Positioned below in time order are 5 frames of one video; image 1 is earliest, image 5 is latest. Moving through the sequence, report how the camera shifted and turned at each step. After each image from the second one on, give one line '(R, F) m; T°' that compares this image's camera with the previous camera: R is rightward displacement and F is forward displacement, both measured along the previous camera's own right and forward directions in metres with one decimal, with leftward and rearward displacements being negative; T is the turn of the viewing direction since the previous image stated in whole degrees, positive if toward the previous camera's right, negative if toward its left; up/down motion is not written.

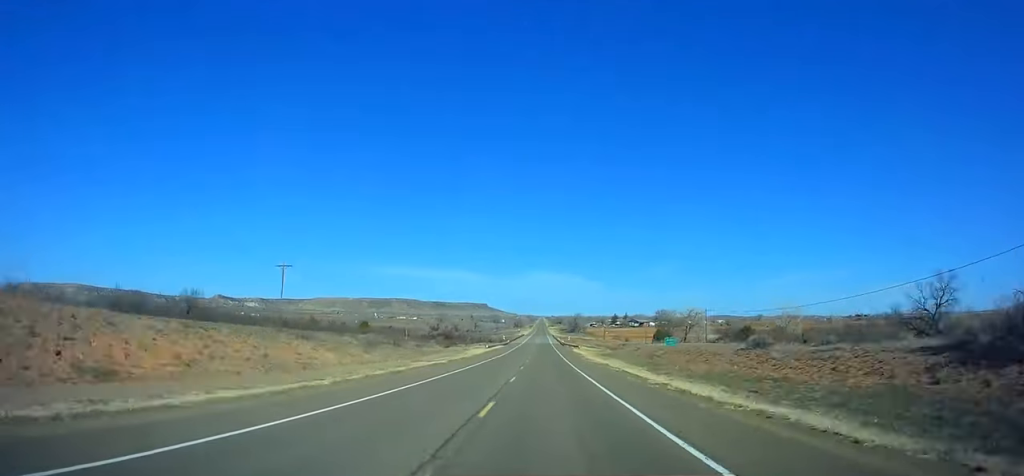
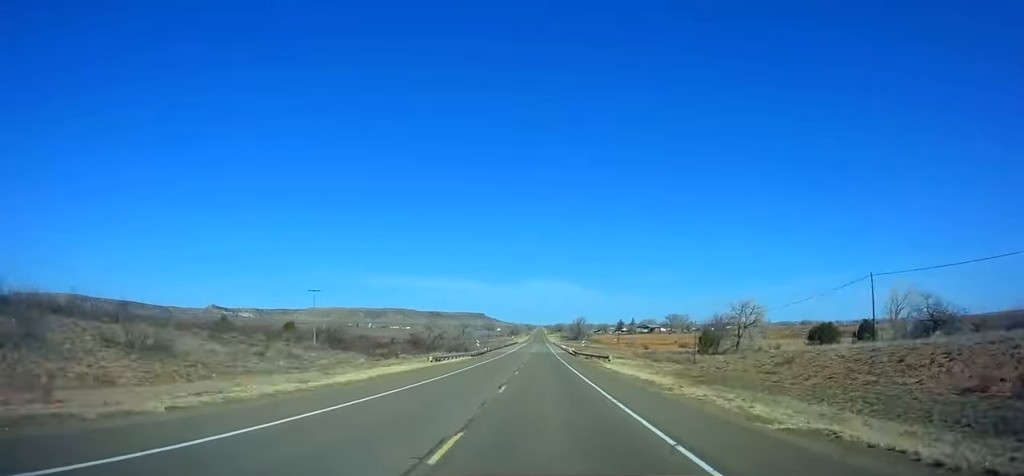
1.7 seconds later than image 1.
(-0.4, +53.8) m; 0°
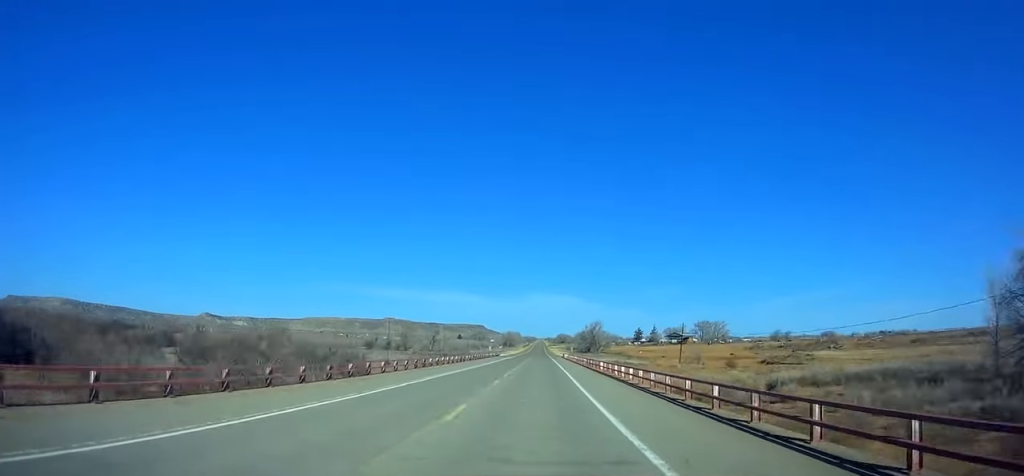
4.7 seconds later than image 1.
(+1.3, +95.3) m; 0°
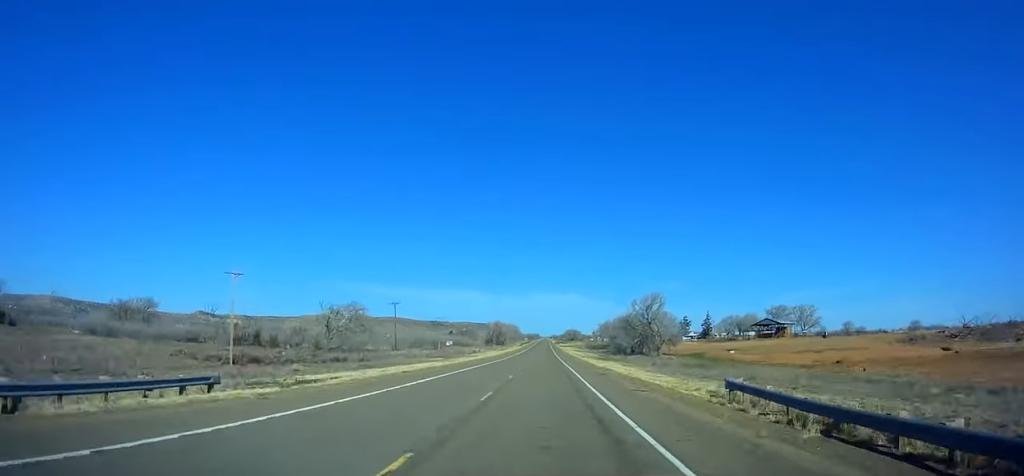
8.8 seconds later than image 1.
(-1.5, +130.2) m; -1°
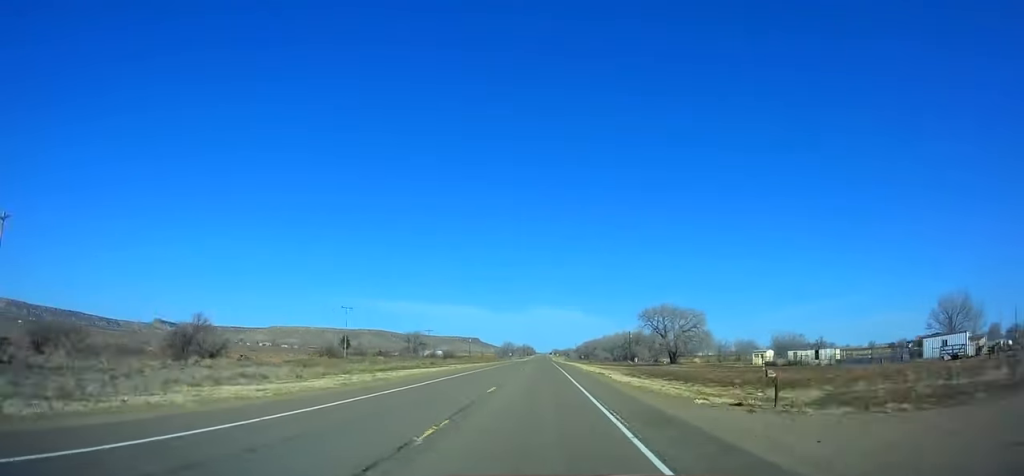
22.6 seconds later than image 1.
(+1.3, +436.2) m; 0°
